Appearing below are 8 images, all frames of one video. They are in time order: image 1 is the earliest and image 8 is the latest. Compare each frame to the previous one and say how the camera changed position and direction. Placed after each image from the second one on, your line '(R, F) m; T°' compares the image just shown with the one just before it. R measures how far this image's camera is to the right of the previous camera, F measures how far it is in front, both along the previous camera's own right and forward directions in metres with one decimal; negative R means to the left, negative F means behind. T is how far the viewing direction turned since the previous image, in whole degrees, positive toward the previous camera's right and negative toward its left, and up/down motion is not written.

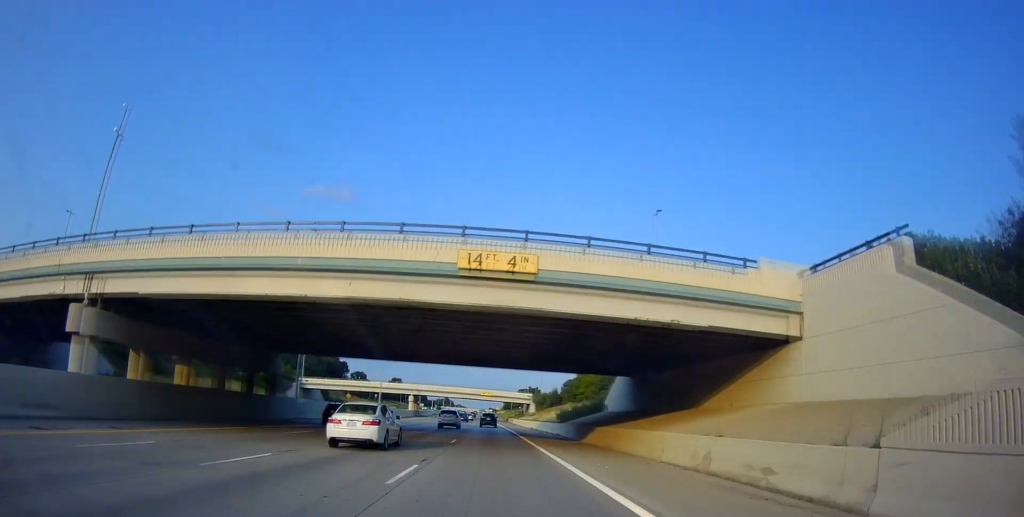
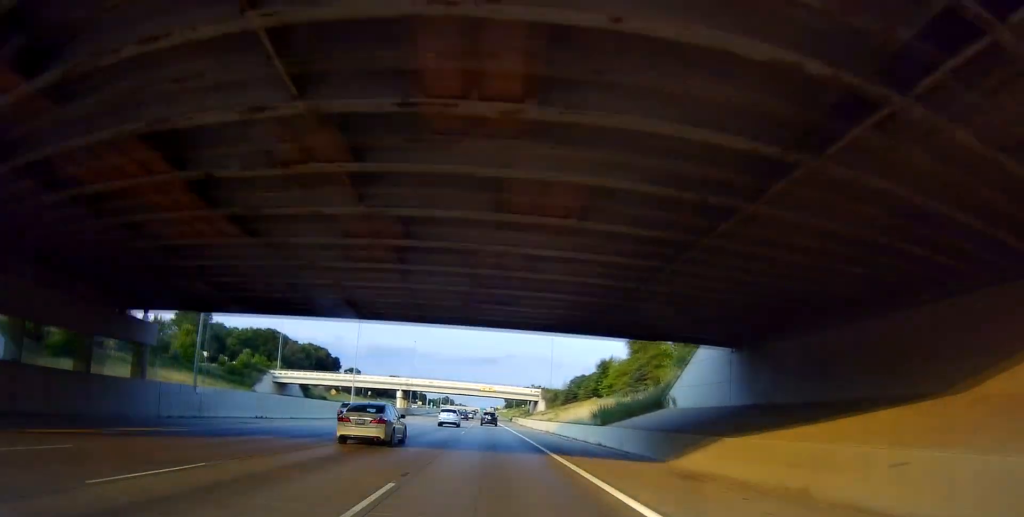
(-0.3, +19.1) m; -1°
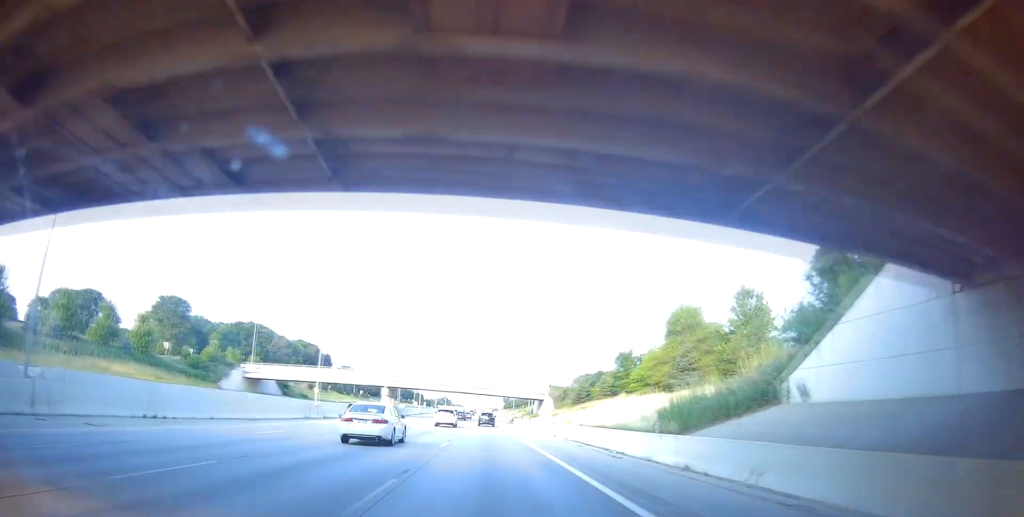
(-0.1, +14.9) m; 0°
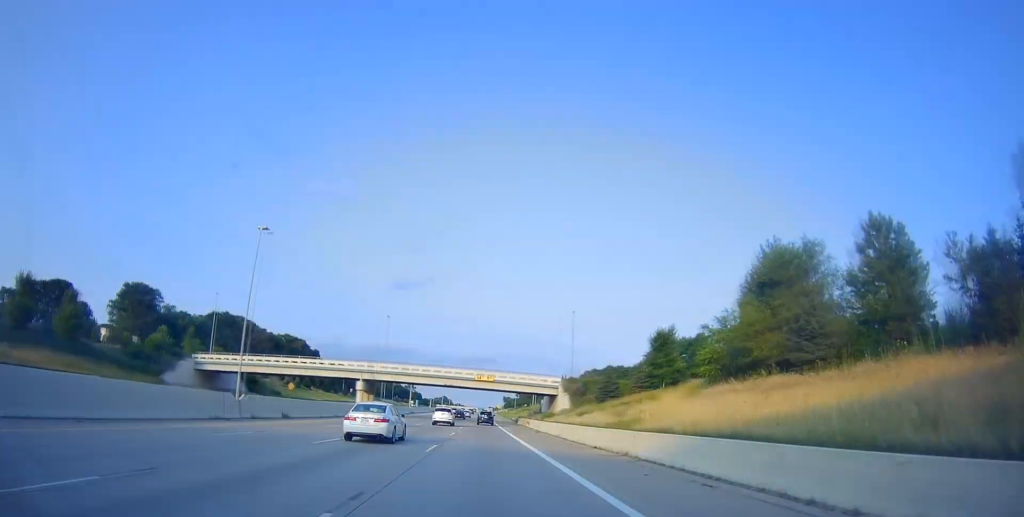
(0.0, +19.1) m; 0°
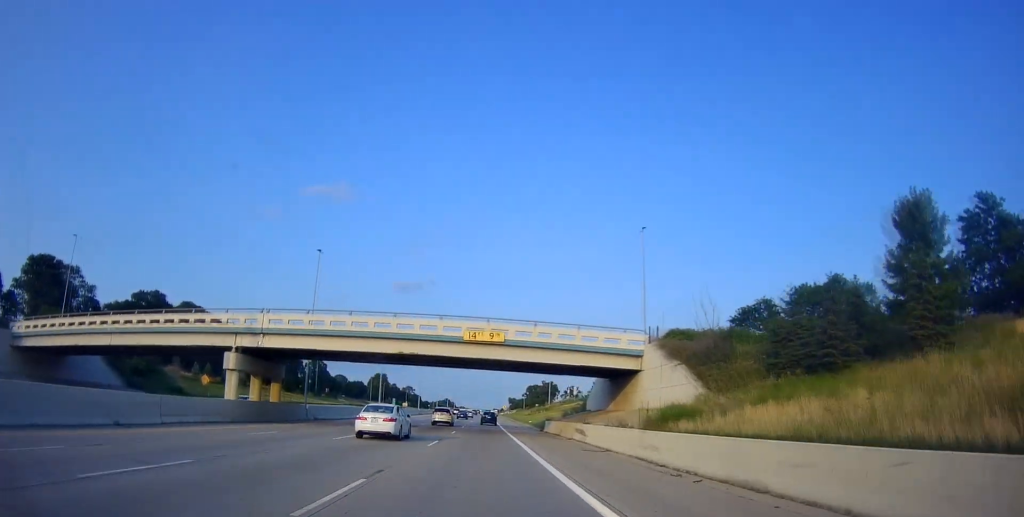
(+0.2, +41.2) m; +1°
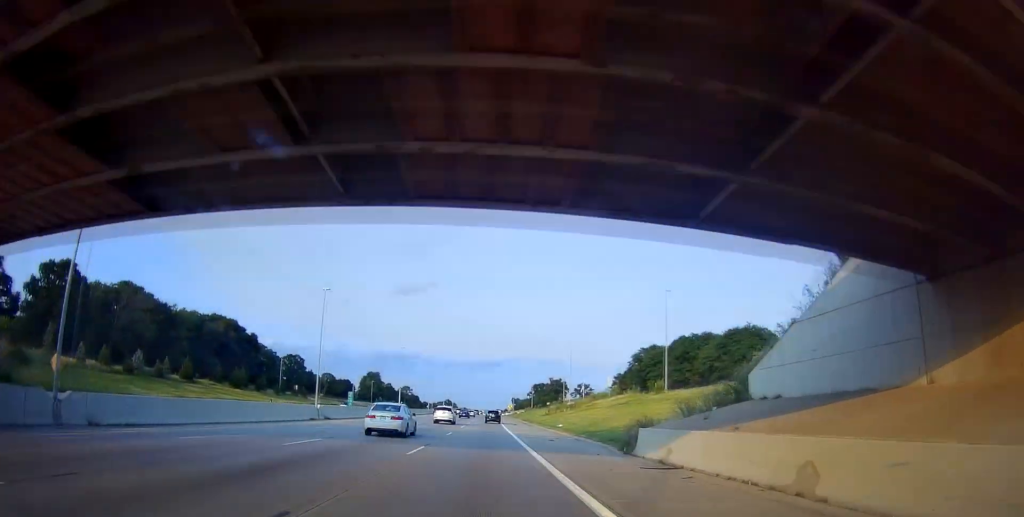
(+0.3, +36.1) m; 0°
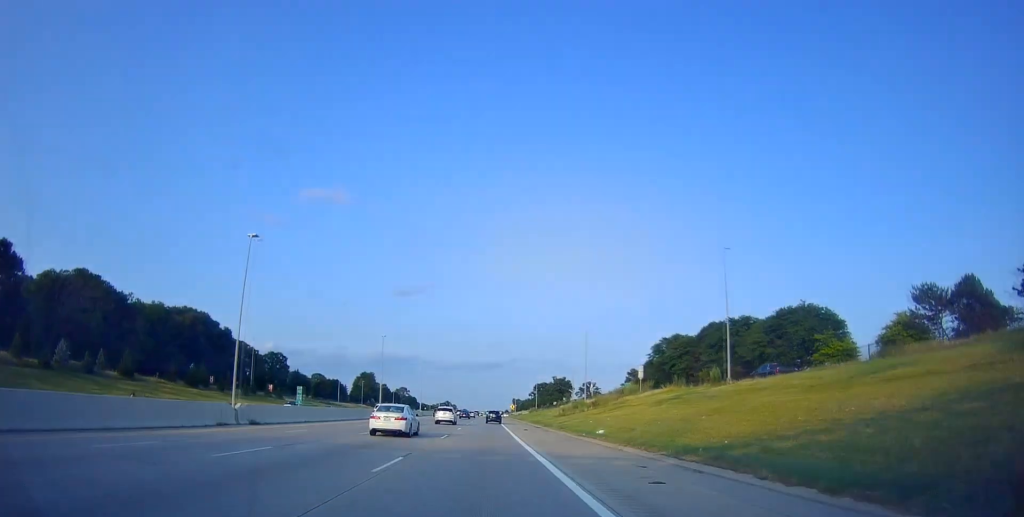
(-0.3, +20.1) m; -1°
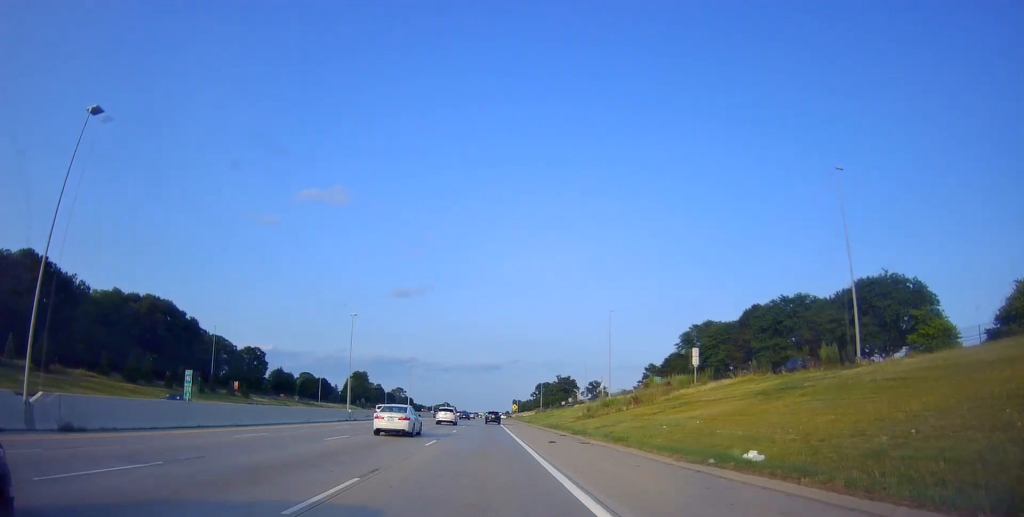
(0.0, +21.1) m; 0°
